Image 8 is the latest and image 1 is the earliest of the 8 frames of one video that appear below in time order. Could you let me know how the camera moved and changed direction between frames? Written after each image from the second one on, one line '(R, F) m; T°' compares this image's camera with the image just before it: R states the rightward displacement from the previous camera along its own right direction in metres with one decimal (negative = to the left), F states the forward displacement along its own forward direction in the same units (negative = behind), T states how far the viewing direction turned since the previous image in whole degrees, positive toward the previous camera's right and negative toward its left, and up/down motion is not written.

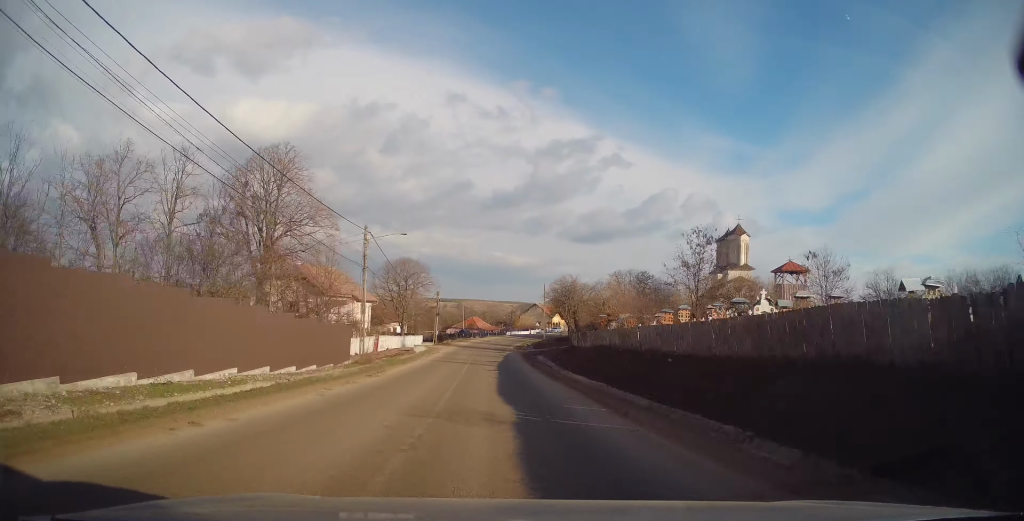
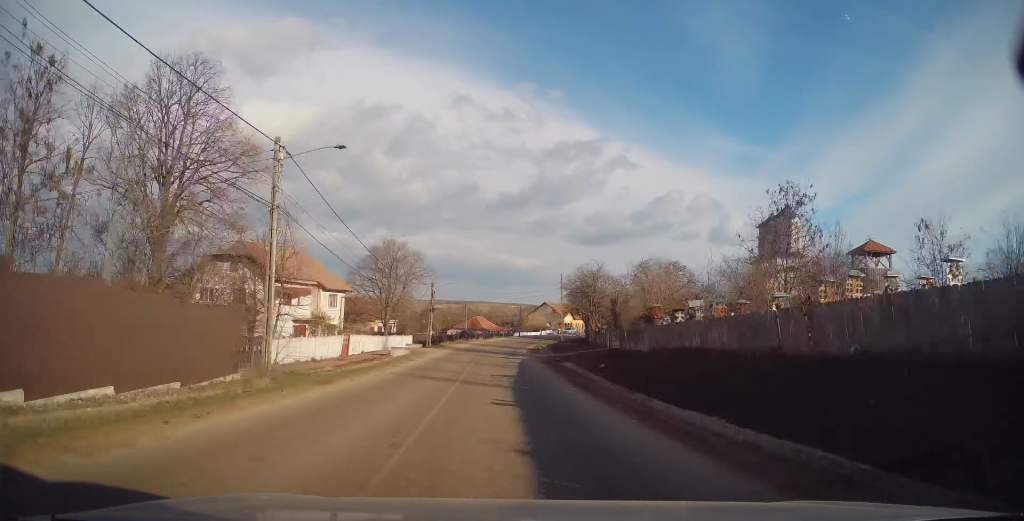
(-0.3, +13.9) m; -1°
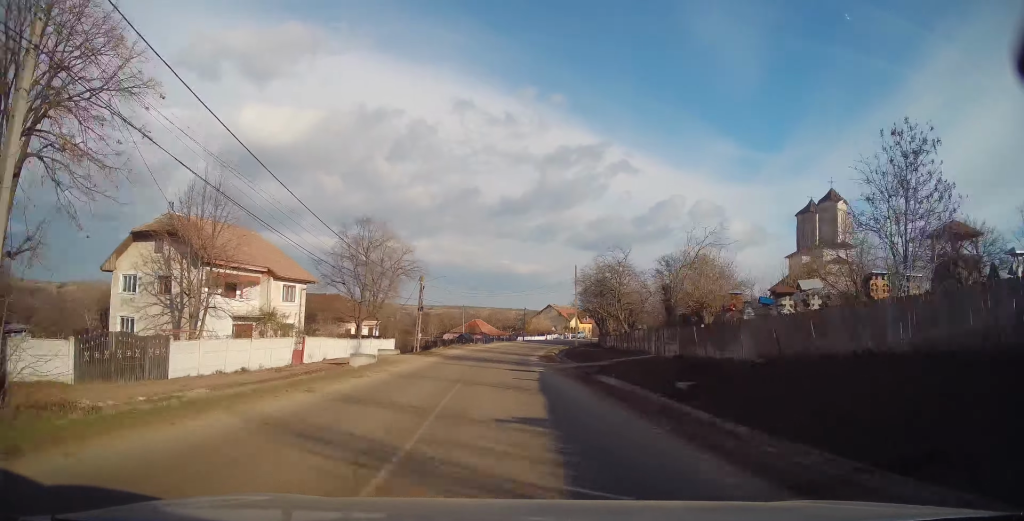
(-0.3, +10.7) m; 0°
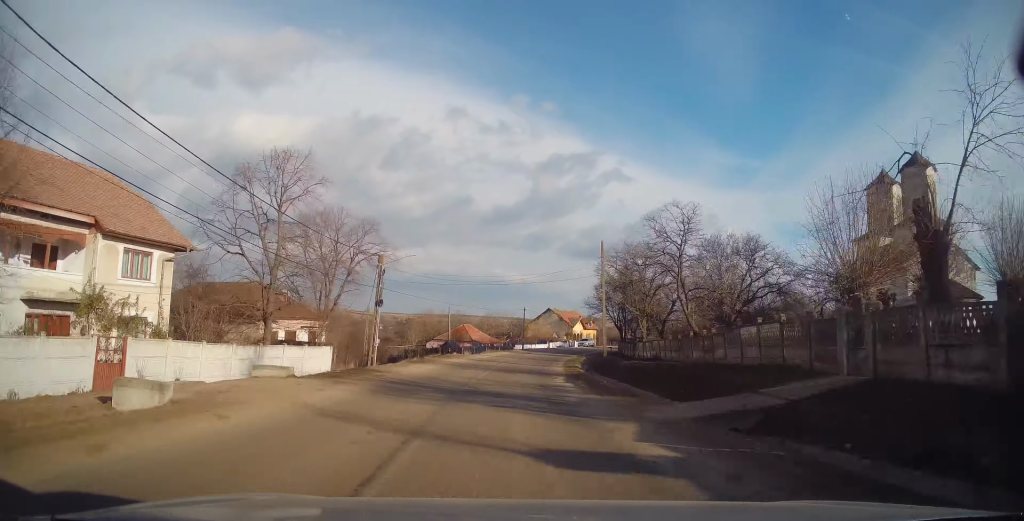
(+0.5, +16.8) m; +3°
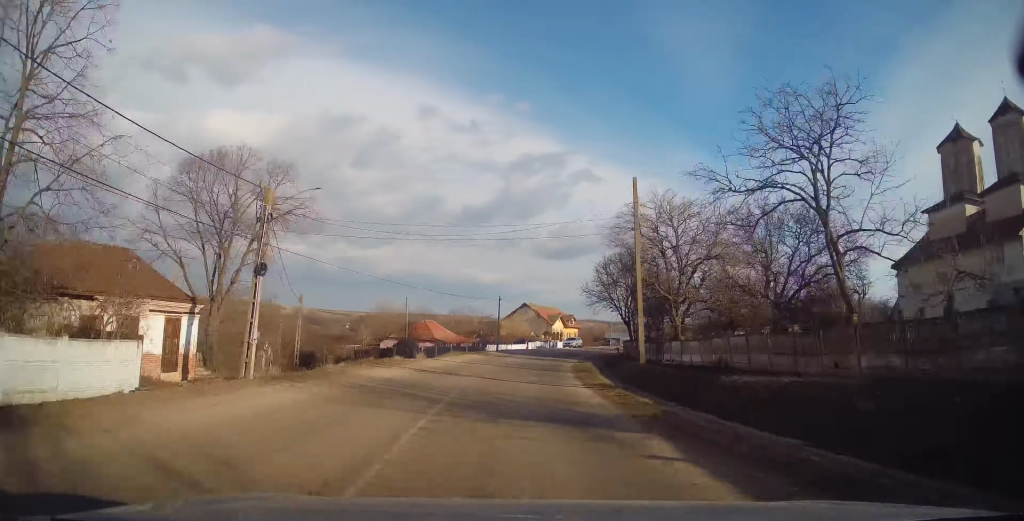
(+0.4, +15.1) m; +3°
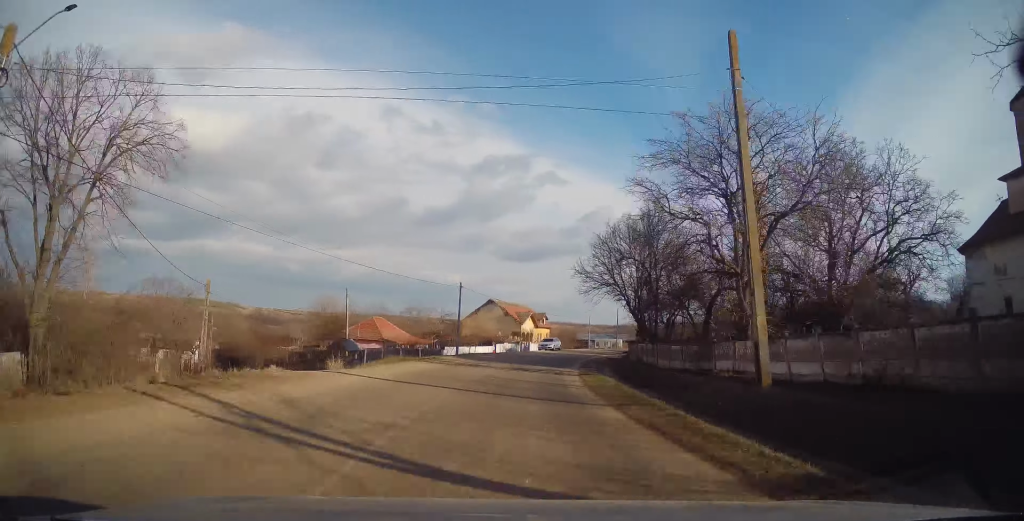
(+0.3, +12.9) m; +3°
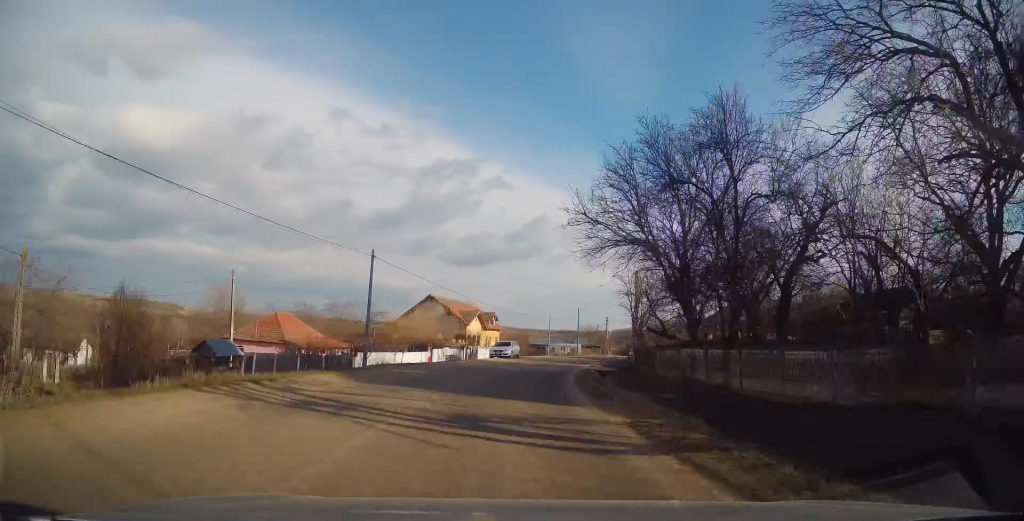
(+0.4, +15.4) m; +5°
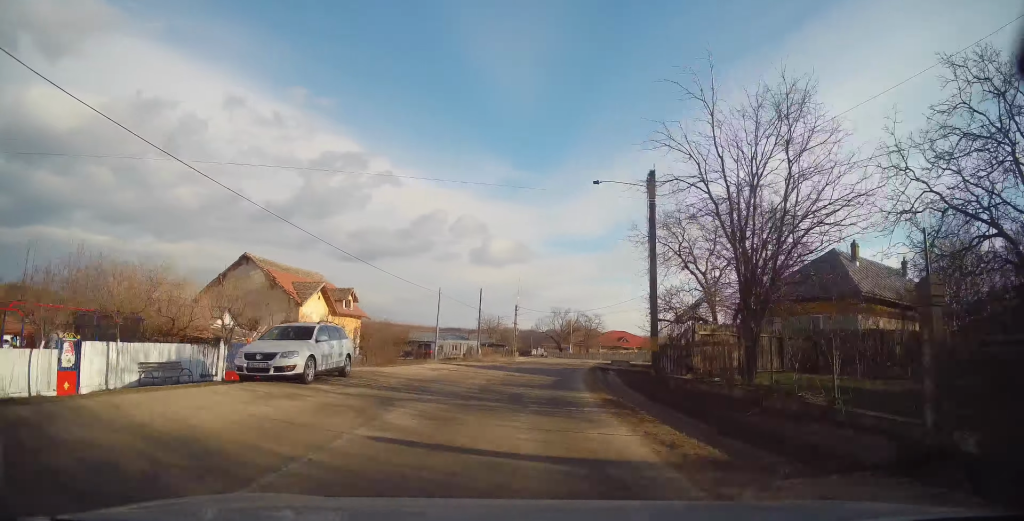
(+3.5, +30.2) m; +13°
